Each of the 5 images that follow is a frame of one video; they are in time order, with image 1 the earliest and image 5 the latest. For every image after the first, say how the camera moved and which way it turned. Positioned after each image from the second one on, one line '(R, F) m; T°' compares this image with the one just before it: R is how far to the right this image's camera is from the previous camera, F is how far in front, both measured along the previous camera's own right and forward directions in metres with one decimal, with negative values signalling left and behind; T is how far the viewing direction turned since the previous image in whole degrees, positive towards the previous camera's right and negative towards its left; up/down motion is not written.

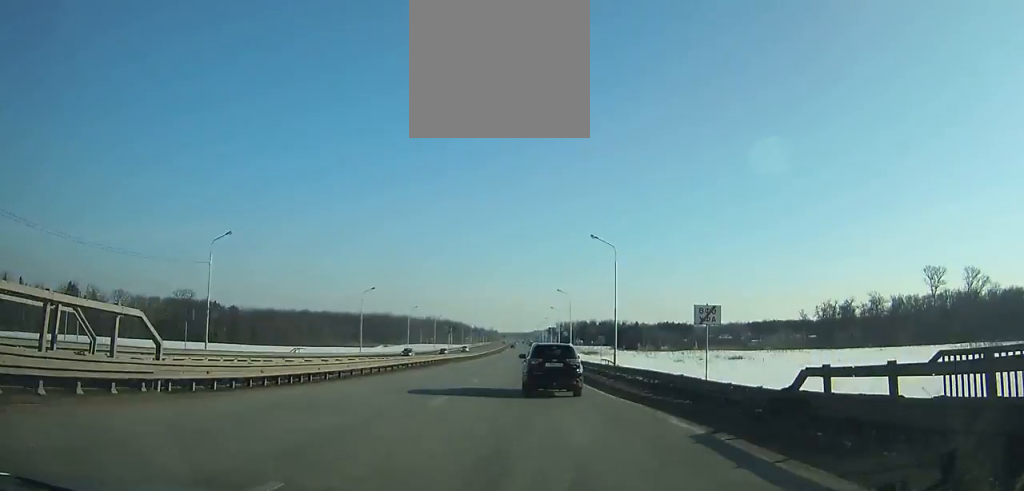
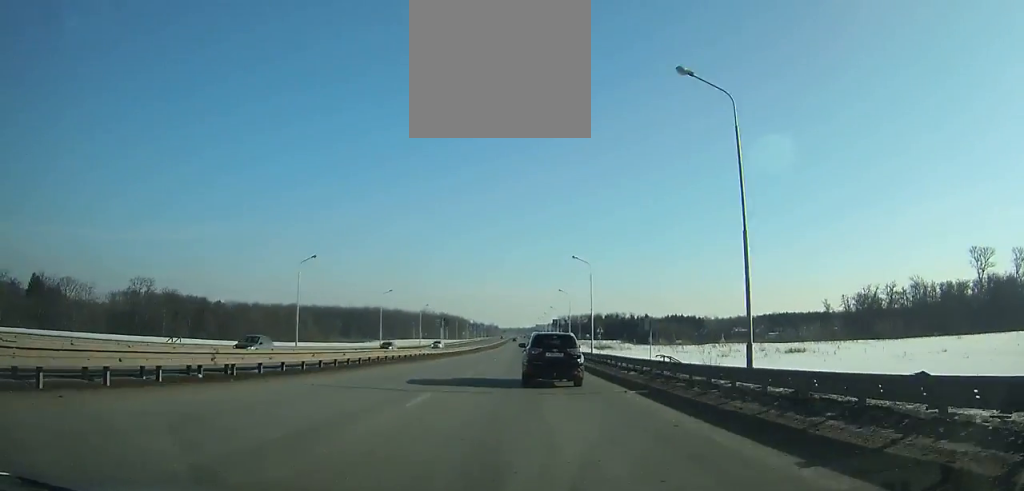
(0.0, +26.8) m; 0°
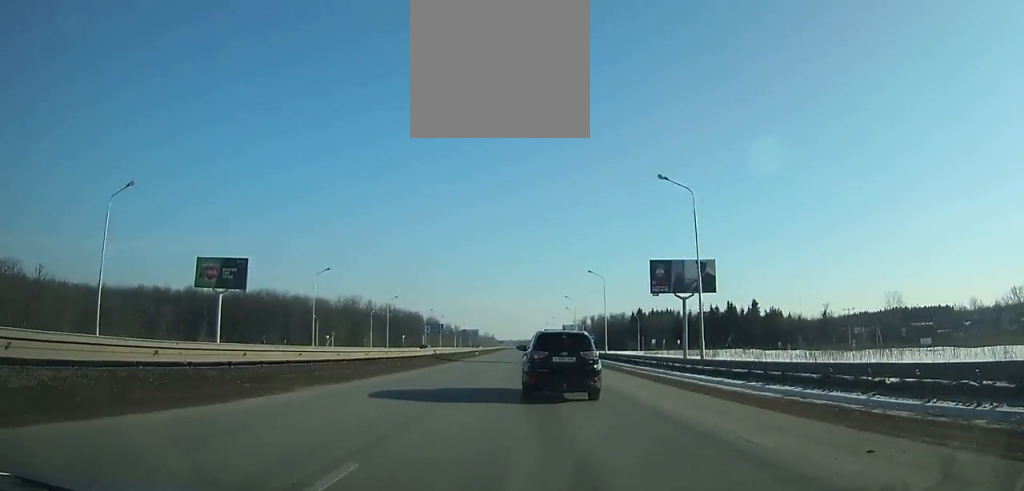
(-0.2, +166.1) m; 0°
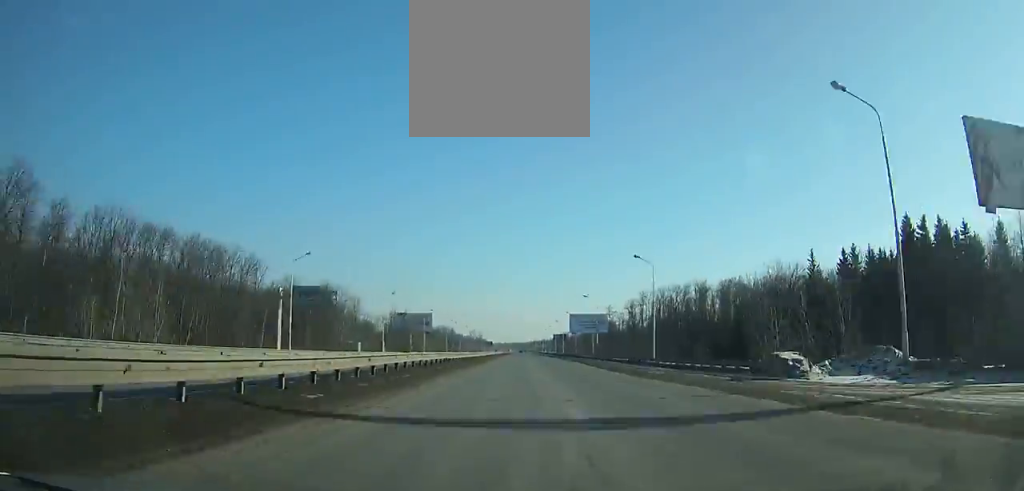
(+0.5, +174.6) m; +1°
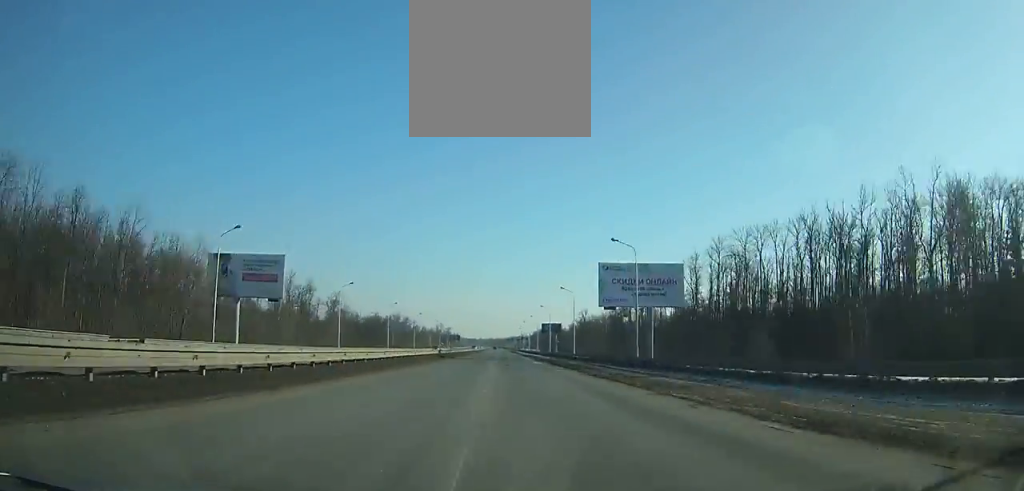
(+1.0, +86.1) m; 0°
